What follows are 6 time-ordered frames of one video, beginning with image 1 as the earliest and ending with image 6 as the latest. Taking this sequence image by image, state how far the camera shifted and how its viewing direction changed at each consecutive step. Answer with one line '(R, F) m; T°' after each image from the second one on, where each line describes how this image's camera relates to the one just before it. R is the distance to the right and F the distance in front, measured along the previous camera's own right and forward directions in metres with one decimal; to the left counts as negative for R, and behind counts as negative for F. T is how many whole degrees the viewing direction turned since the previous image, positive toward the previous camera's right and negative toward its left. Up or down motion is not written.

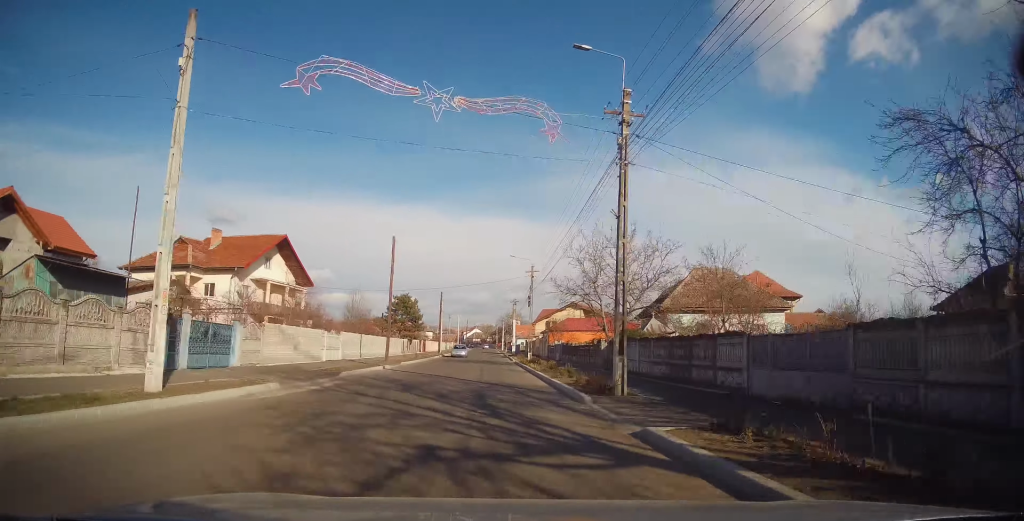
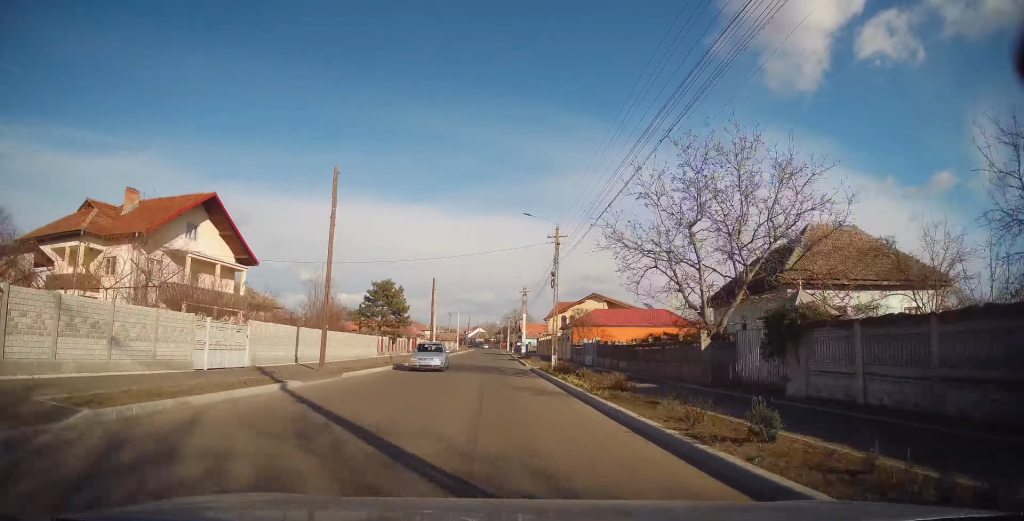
(0.0, +14.5) m; 0°
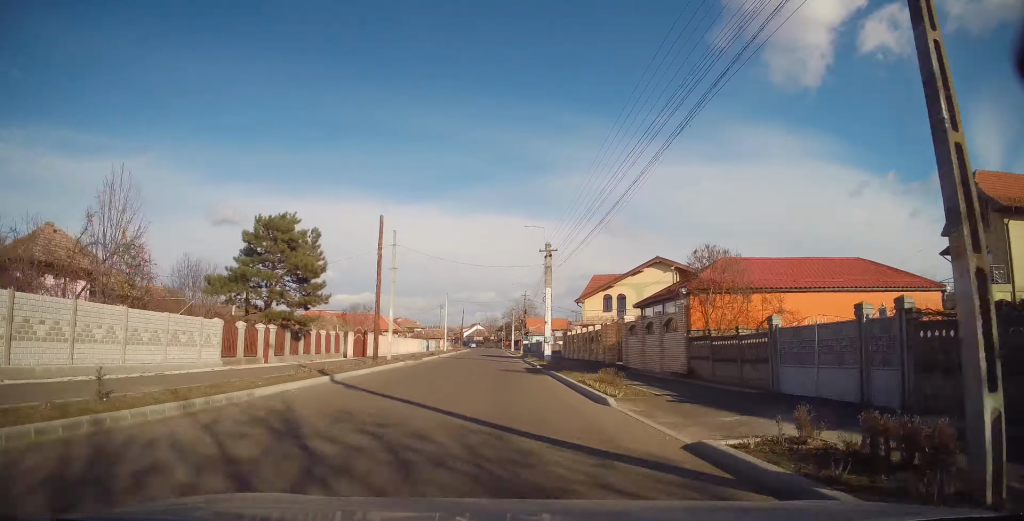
(0.0, +26.7) m; 0°
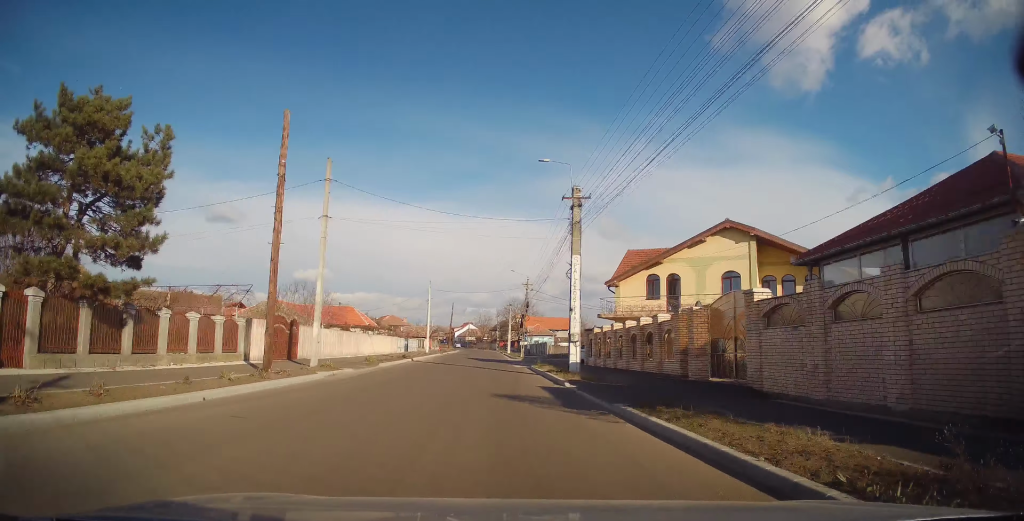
(0.0, +13.5) m; +1°
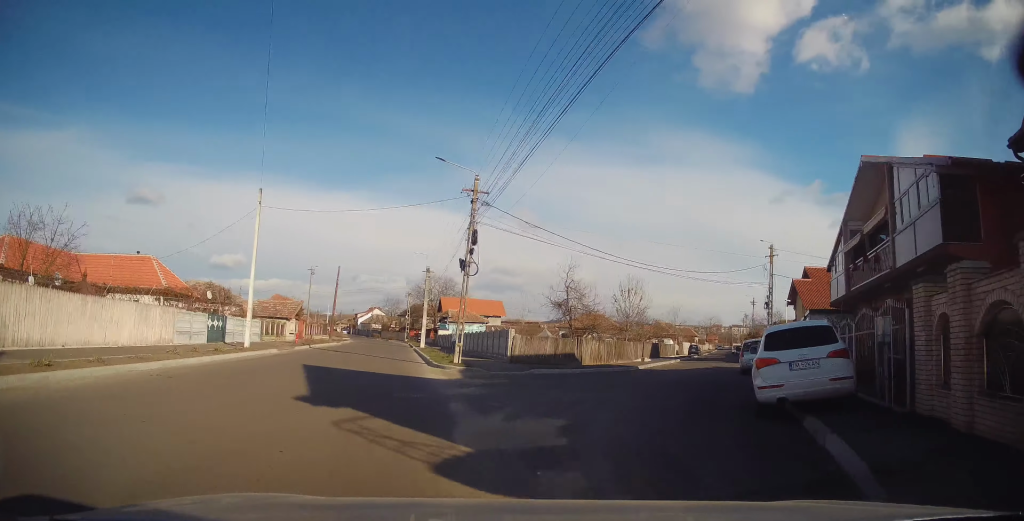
(+1.0, +32.2) m; +11°
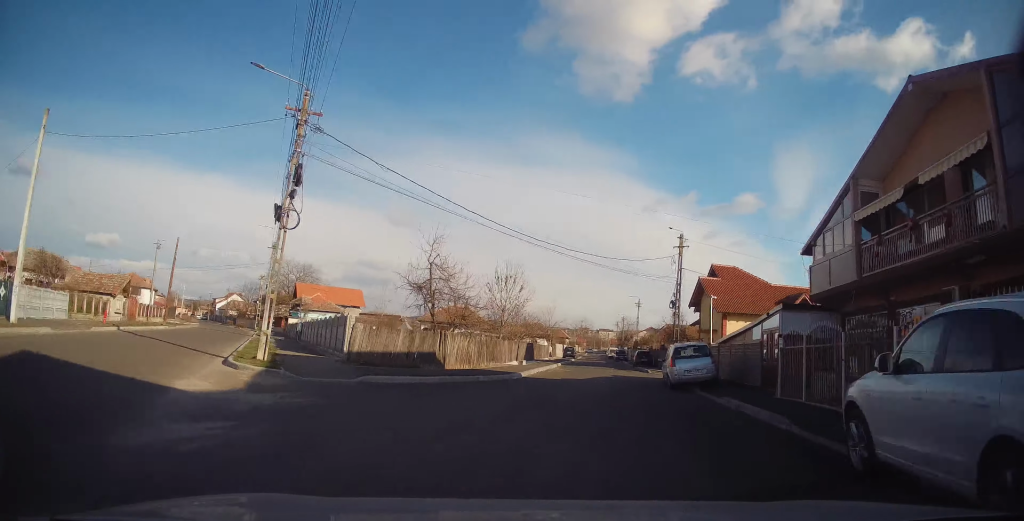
(+0.7, +8.2) m; +12°
